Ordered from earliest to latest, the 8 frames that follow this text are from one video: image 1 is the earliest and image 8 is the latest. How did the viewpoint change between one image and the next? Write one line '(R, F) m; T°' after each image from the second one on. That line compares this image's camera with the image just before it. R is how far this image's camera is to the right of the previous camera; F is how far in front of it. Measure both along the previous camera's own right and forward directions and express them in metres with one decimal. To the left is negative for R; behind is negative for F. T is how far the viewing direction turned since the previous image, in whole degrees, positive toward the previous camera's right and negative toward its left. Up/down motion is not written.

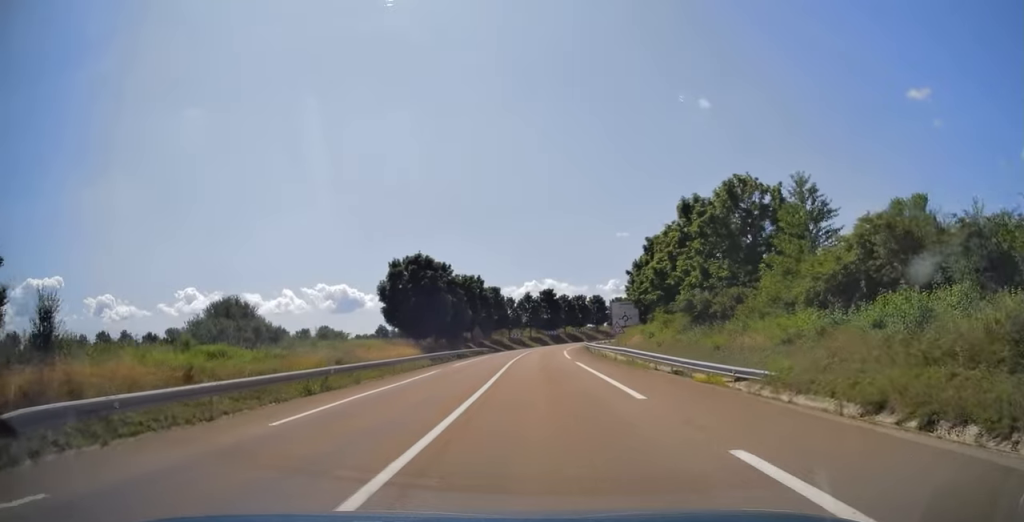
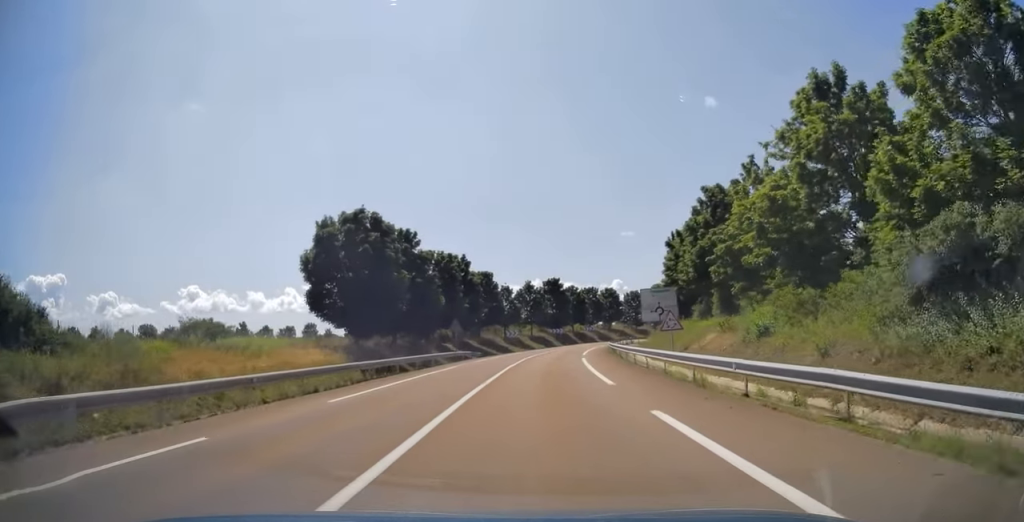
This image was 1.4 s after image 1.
(-0.1, +22.3) m; 0°
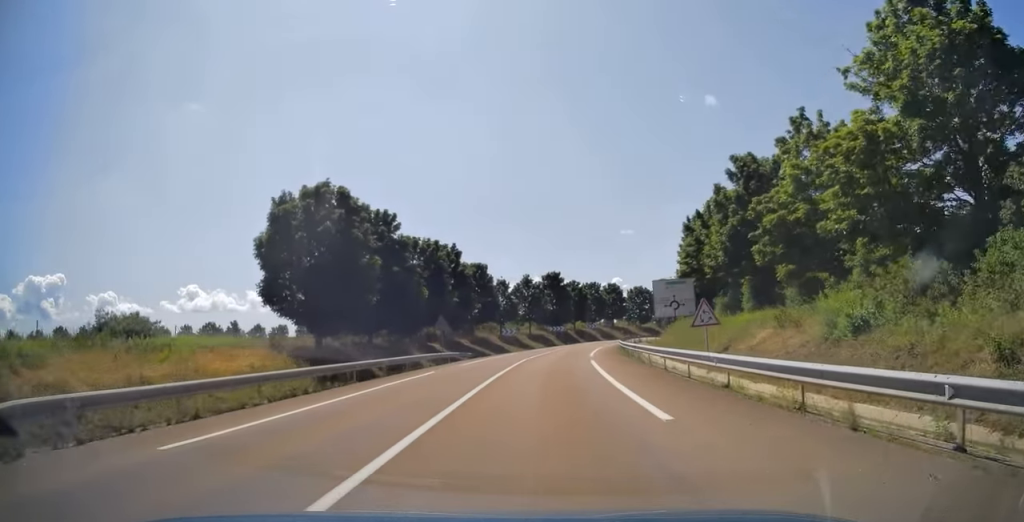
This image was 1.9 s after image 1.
(0.0, +7.4) m; +1°
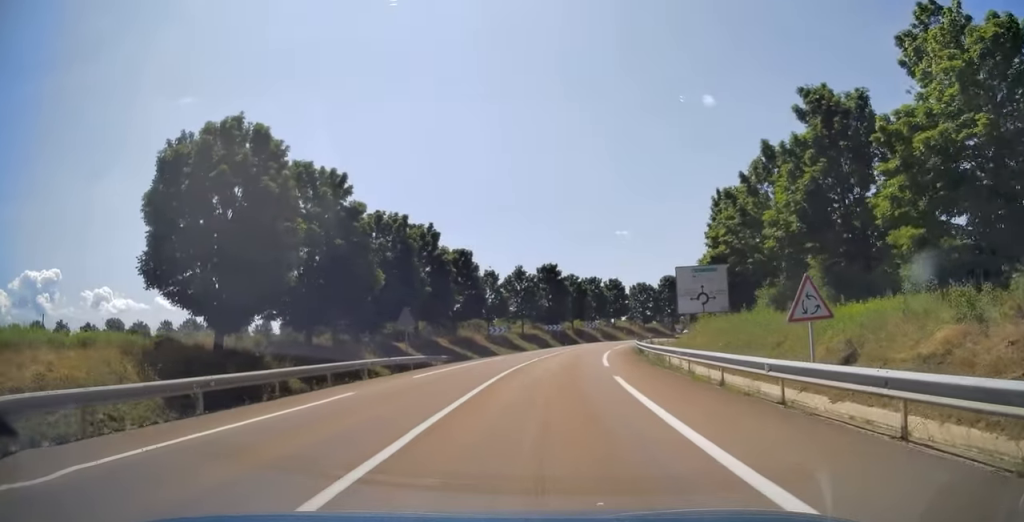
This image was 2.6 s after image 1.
(+0.1, +11.5) m; +1°
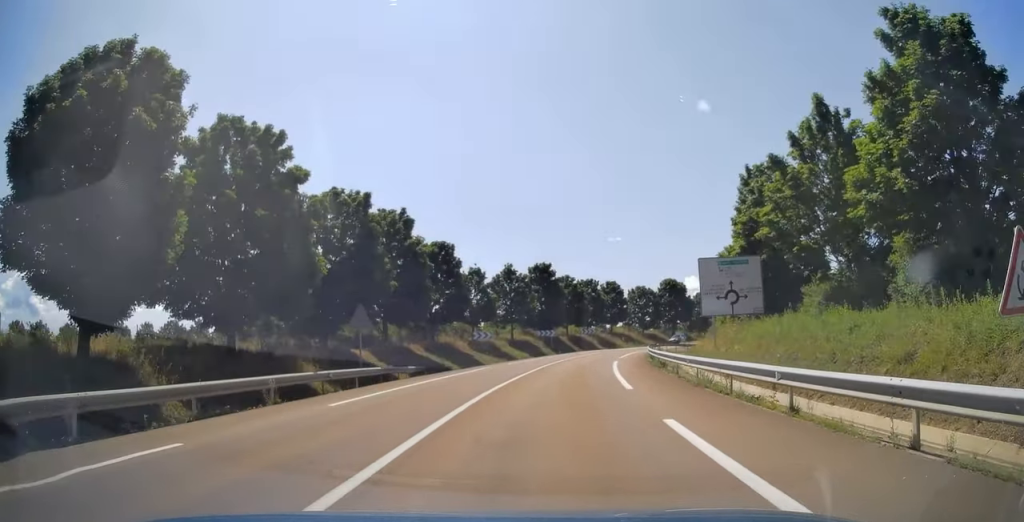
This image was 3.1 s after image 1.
(+0.1, +8.6) m; +1°
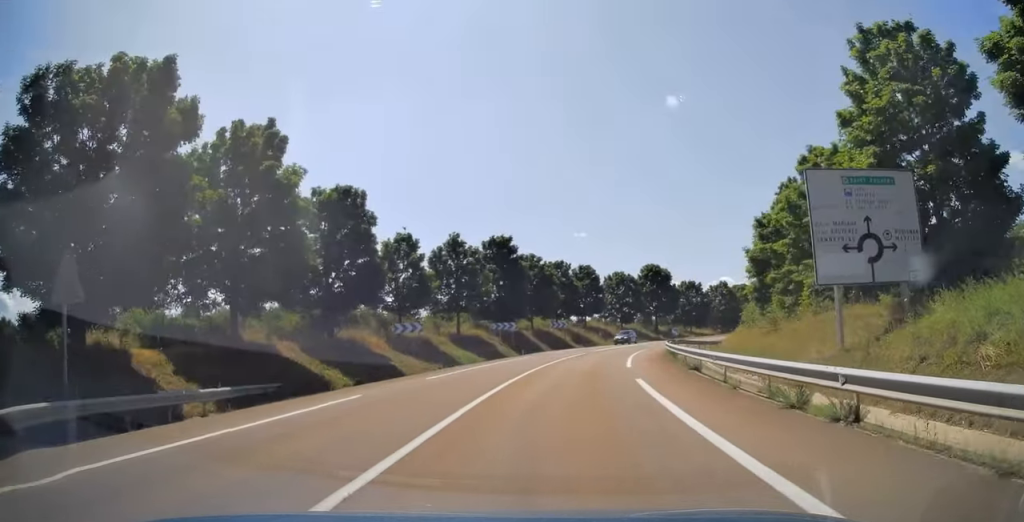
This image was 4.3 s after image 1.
(+0.3, +19.5) m; +4°
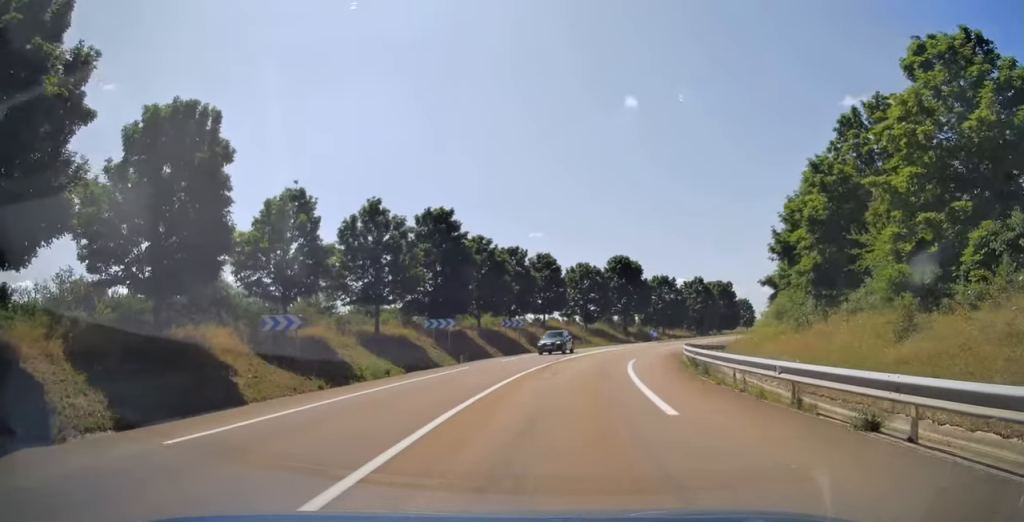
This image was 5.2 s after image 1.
(+0.6, +15.1) m; +6°
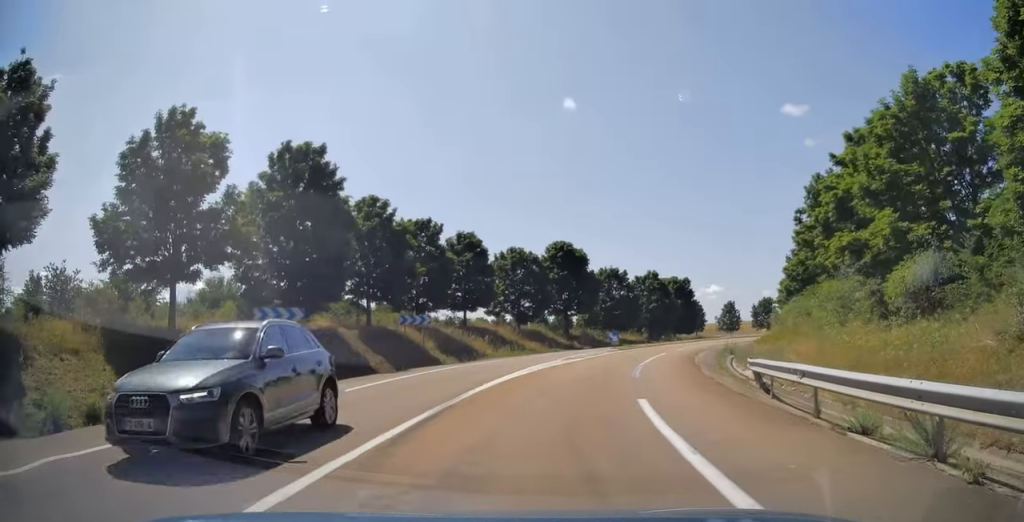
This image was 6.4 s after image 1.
(+1.3, +19.8) m; +6°
